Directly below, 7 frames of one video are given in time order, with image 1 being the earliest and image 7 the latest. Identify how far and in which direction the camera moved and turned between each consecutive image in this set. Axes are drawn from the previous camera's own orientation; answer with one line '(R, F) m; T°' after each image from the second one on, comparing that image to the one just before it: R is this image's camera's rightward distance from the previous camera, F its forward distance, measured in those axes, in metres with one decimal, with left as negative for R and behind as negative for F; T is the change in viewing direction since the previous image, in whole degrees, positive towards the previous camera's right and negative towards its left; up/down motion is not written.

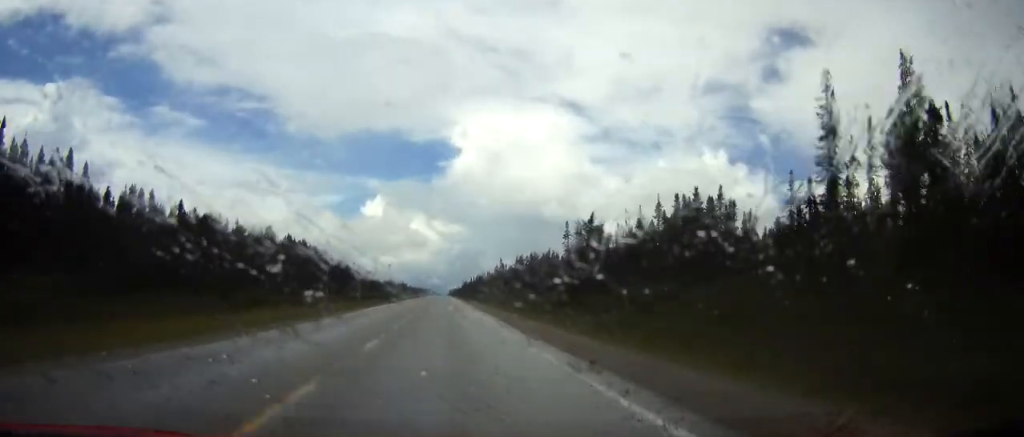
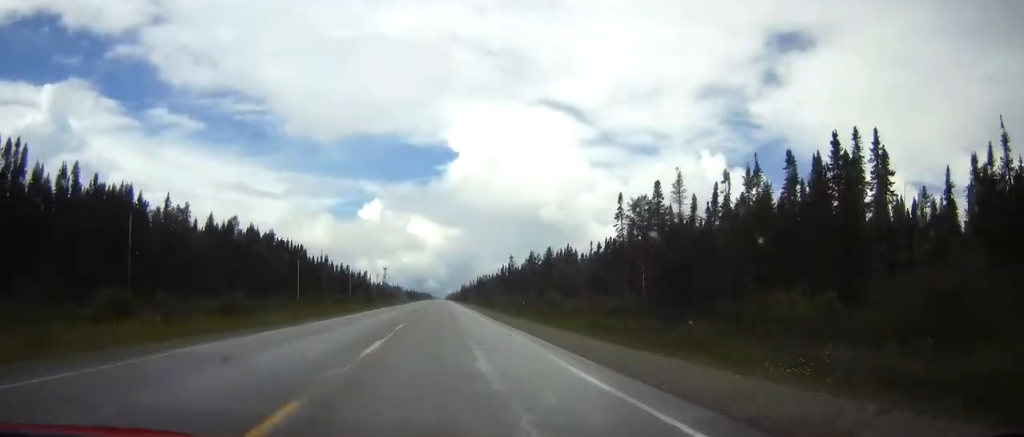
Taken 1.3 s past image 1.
(+0.2, +37.5) m; 0°
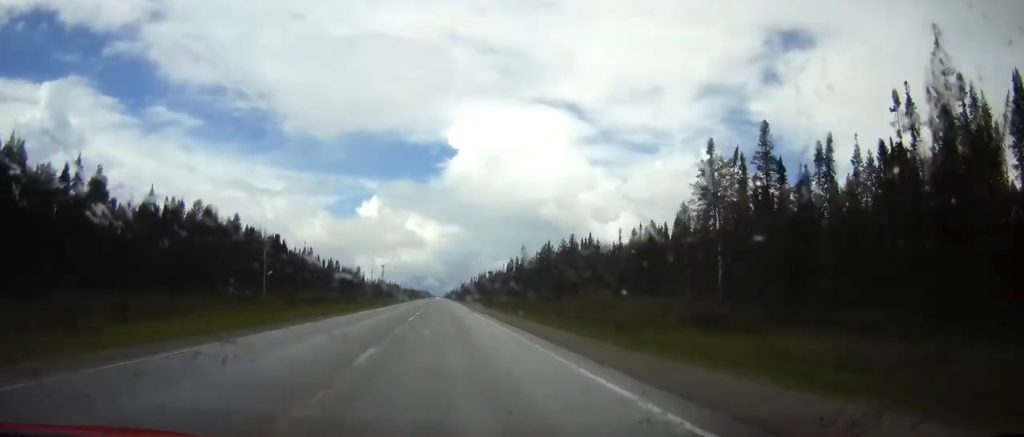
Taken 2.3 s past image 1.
(0.0, +29.4) m; 0°
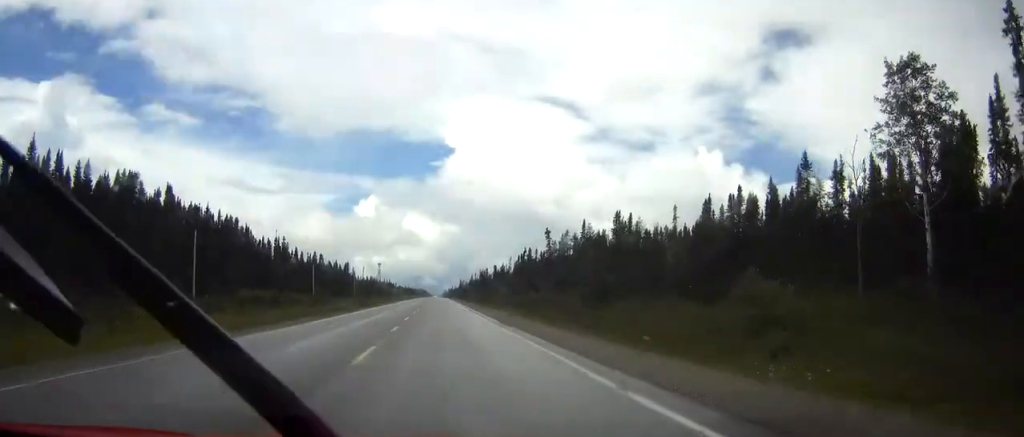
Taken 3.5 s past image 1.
(0.0, +36.1) m; 0°
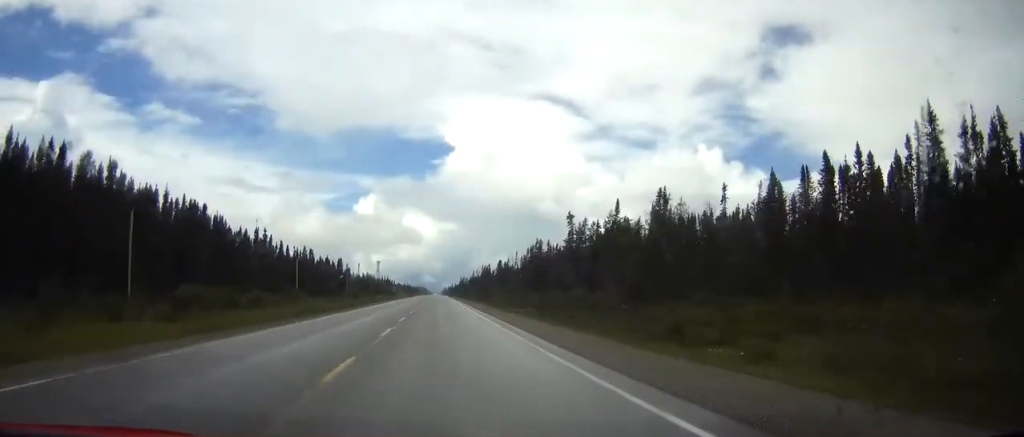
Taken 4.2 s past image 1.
(0.0, +20.4) m; 0°
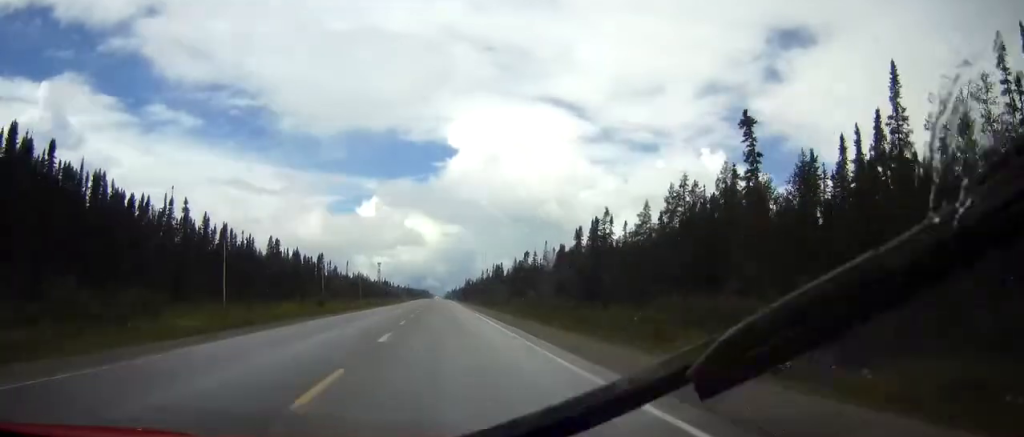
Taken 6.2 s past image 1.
(0.0, +57.0) m; 0°
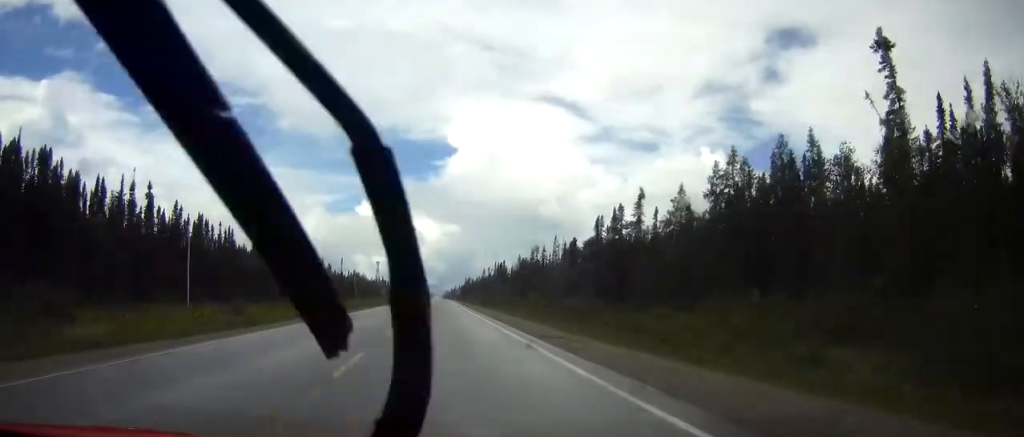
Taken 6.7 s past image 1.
(0.0, +15.4) m; 0°
